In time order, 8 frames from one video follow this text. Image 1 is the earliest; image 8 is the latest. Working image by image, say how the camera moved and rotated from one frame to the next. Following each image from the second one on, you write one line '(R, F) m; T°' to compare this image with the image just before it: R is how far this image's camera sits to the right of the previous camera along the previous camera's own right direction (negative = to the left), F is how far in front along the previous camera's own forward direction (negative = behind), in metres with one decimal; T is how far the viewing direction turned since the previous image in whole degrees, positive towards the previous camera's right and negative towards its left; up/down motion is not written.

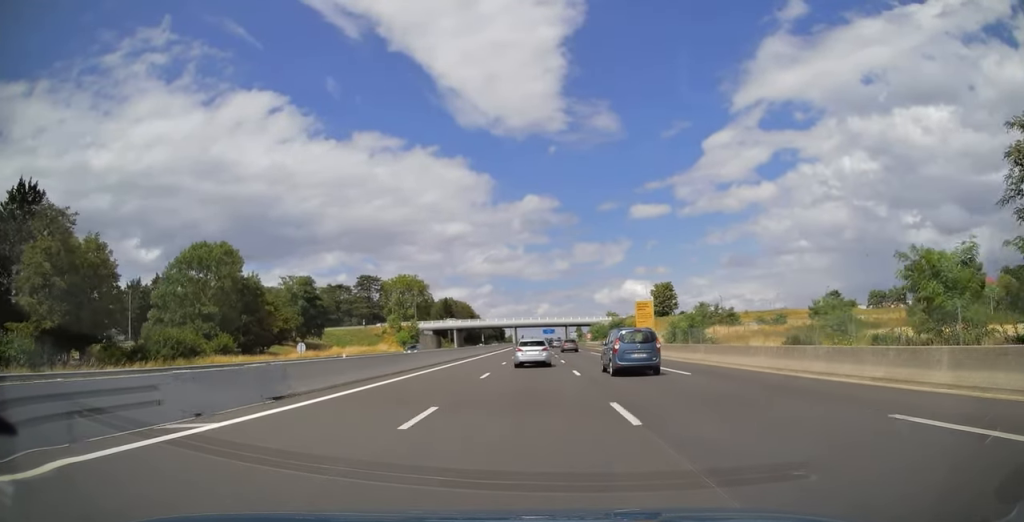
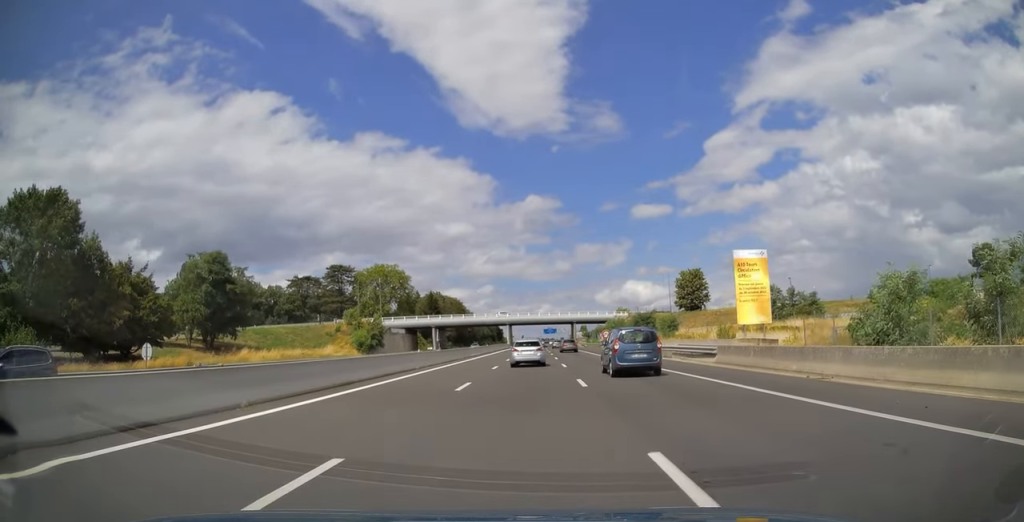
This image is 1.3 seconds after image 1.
(-0.1, +31.7) m; 0°
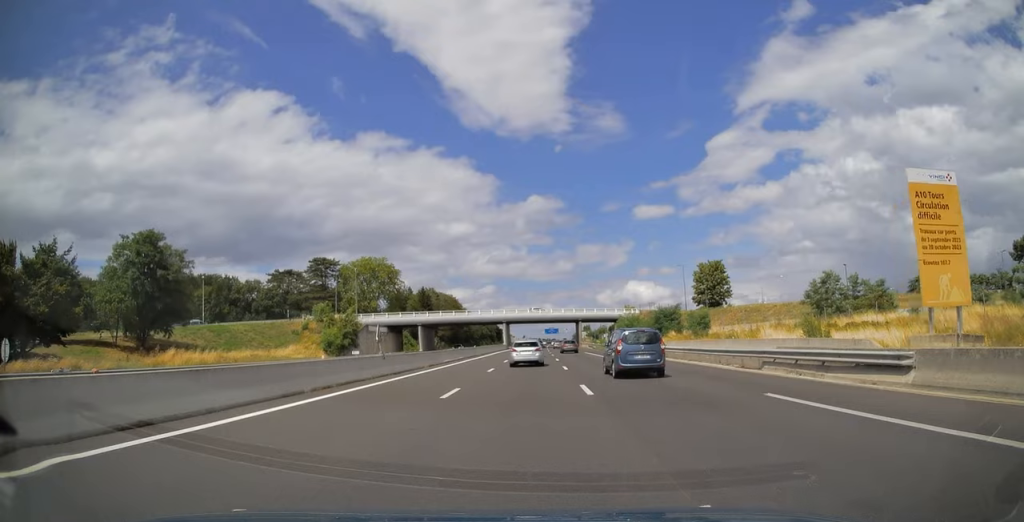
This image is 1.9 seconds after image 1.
(-0.1, +15.4) m; 0°
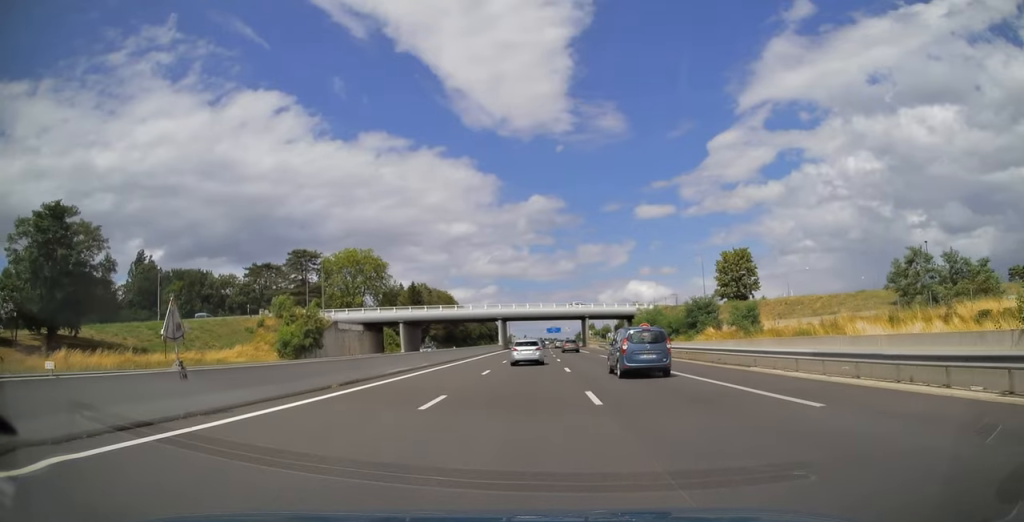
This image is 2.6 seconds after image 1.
(0.0, +15.7) m; 0°
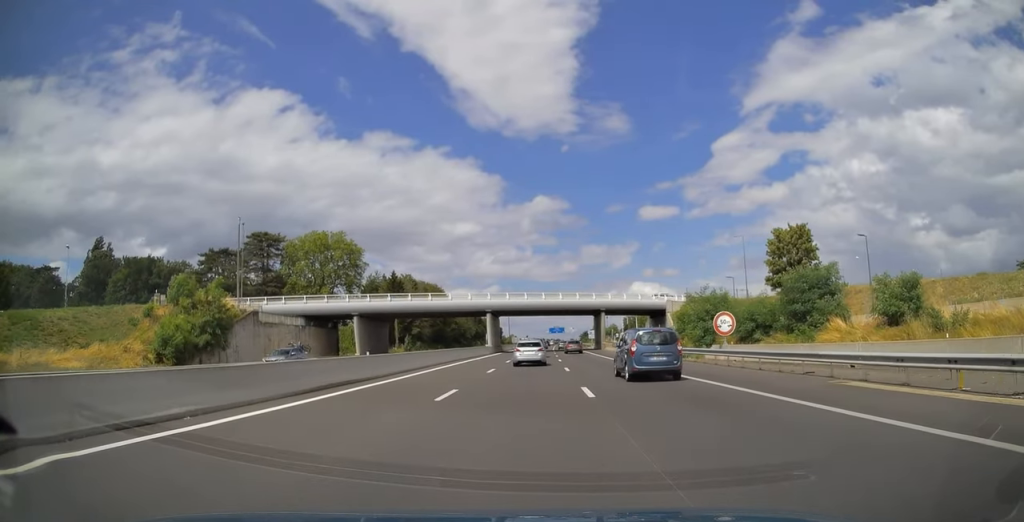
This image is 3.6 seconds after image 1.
(0.0, +24.8) m; 0°
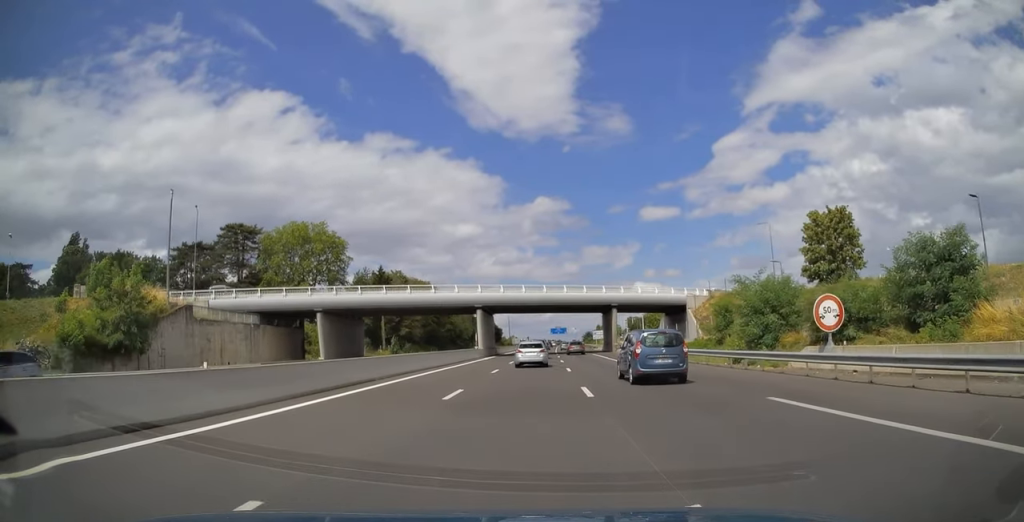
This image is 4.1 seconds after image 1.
(0.0, +12.4) m; 0°
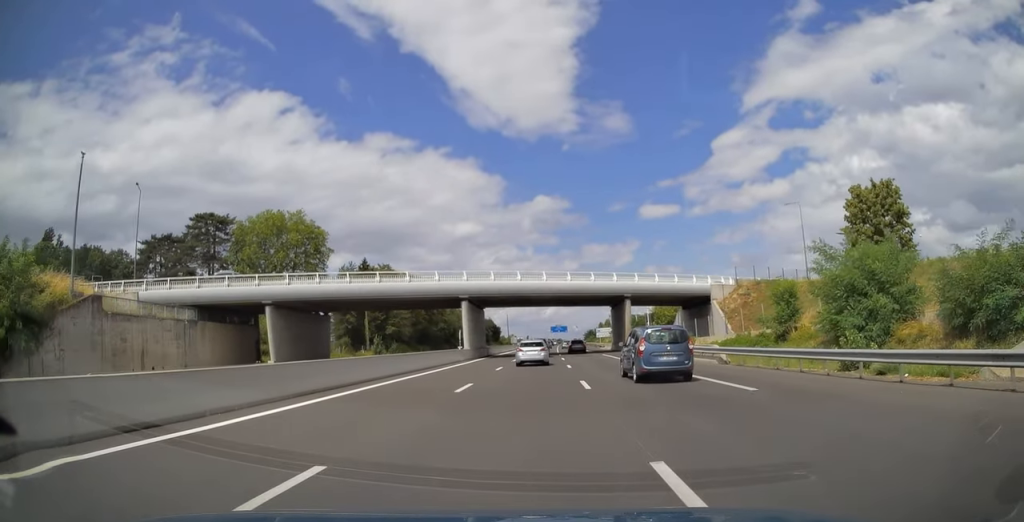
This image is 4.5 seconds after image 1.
(0.0, +11.9) m; 0°
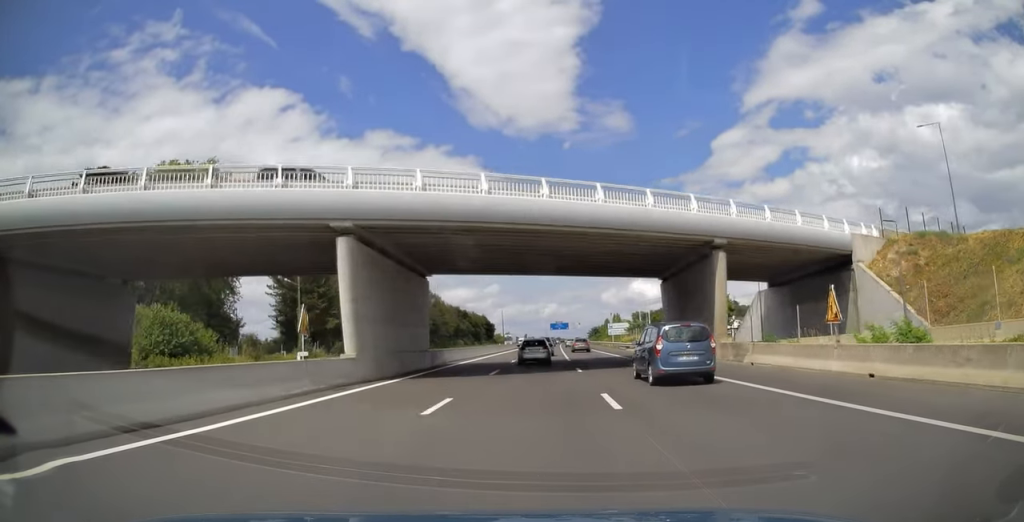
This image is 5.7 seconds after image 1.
(0.0, +33.4) m; 0°
